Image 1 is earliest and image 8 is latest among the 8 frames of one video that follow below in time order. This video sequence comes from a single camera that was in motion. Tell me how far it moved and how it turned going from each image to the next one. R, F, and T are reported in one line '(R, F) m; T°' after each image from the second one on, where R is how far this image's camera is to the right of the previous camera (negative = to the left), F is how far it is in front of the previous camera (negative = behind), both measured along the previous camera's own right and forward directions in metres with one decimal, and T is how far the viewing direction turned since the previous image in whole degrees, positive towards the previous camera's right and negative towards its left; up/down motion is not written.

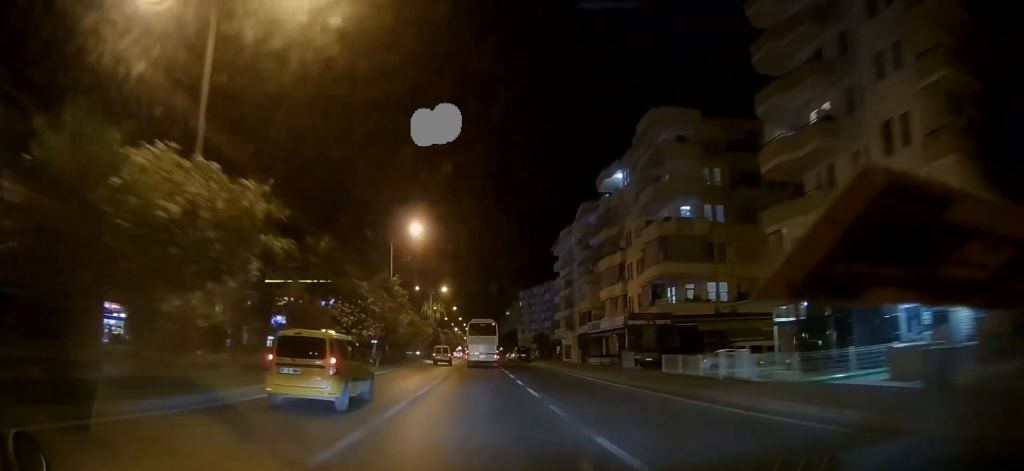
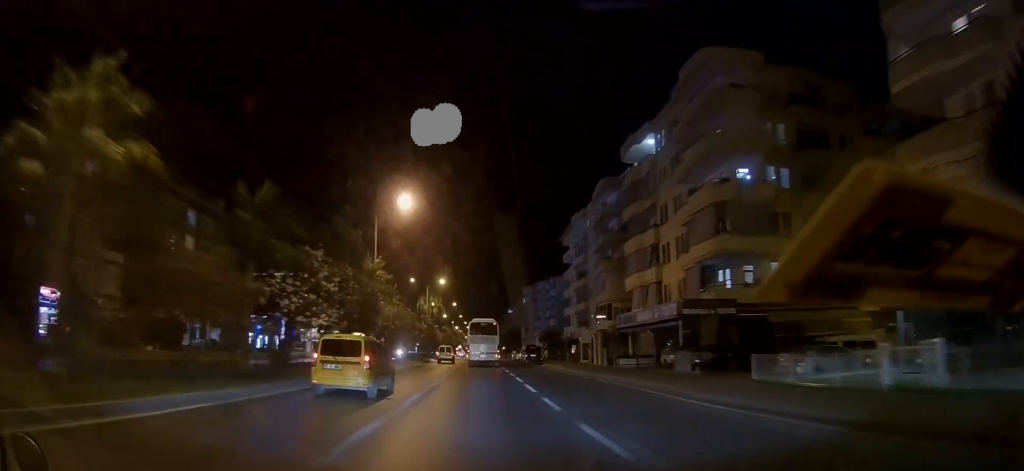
(+0.4, +9.6) m; +1°
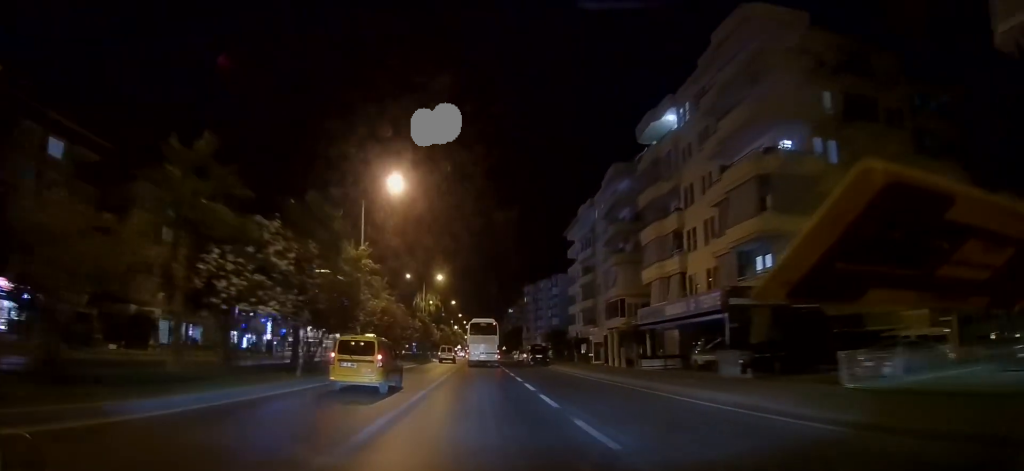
(-0.1, +5.3) m; 0°
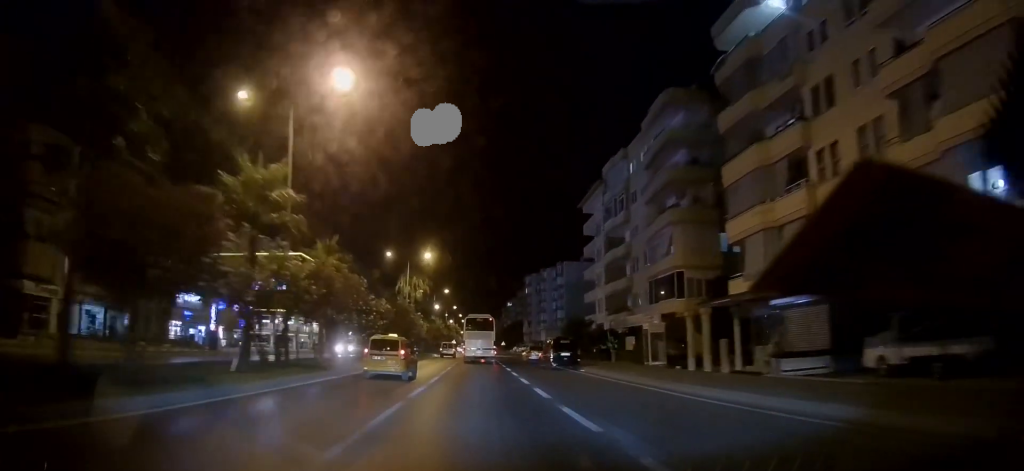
(-0.4, +15.8) m; -1°
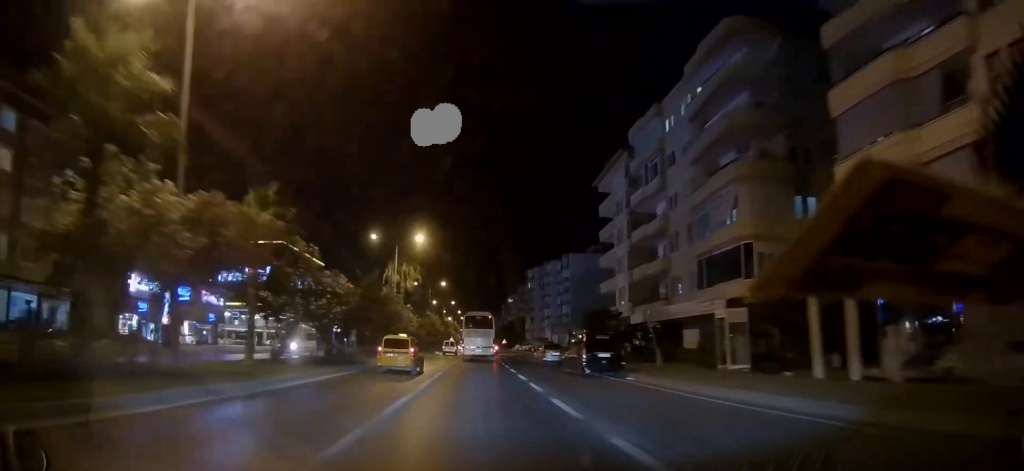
(0.0, +9.7) m; 0°
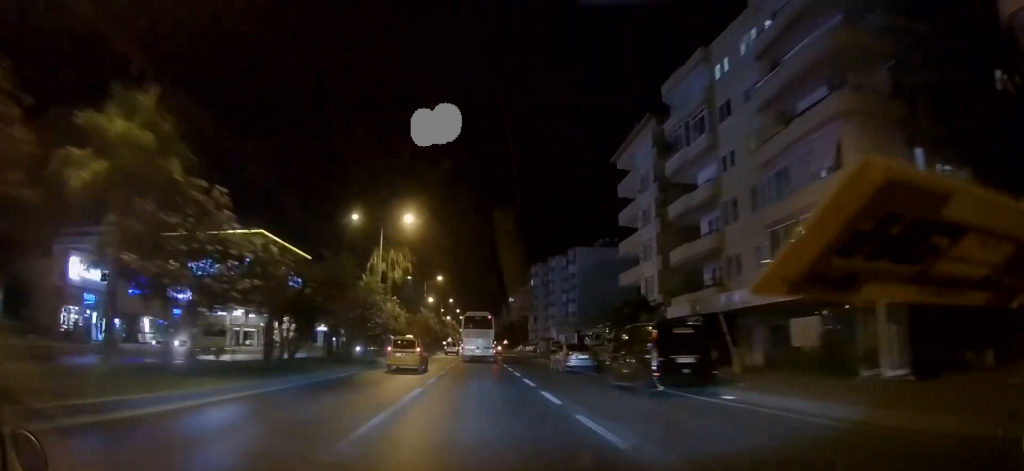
(0.0, +8.9) m; 0°
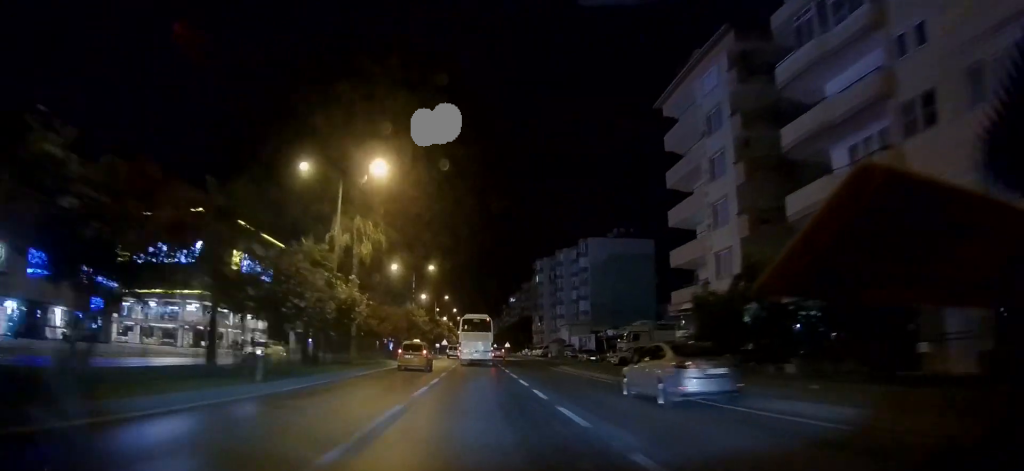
(0.0, +15.2) m; 0°
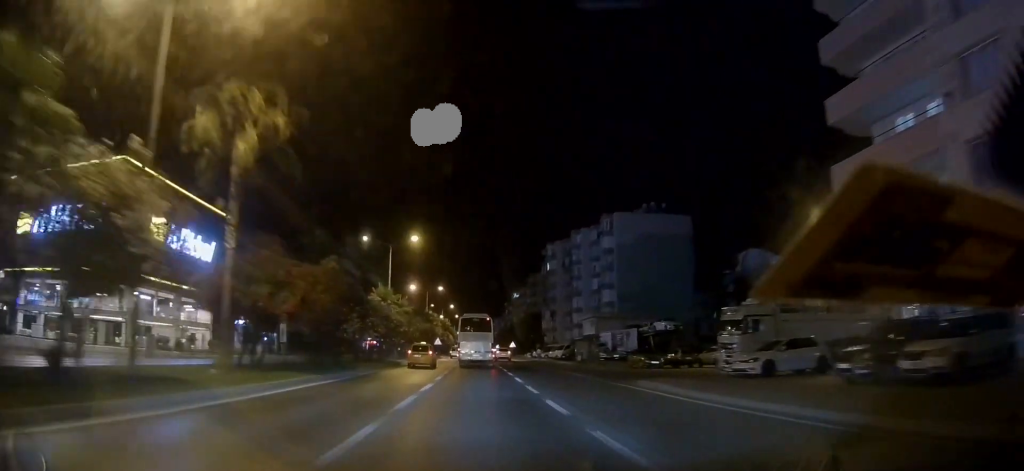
(-0.2, +22.3) m; -1°
